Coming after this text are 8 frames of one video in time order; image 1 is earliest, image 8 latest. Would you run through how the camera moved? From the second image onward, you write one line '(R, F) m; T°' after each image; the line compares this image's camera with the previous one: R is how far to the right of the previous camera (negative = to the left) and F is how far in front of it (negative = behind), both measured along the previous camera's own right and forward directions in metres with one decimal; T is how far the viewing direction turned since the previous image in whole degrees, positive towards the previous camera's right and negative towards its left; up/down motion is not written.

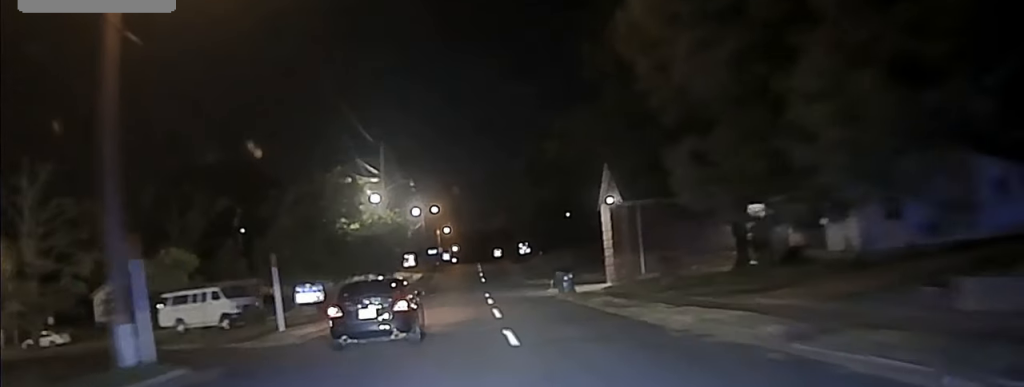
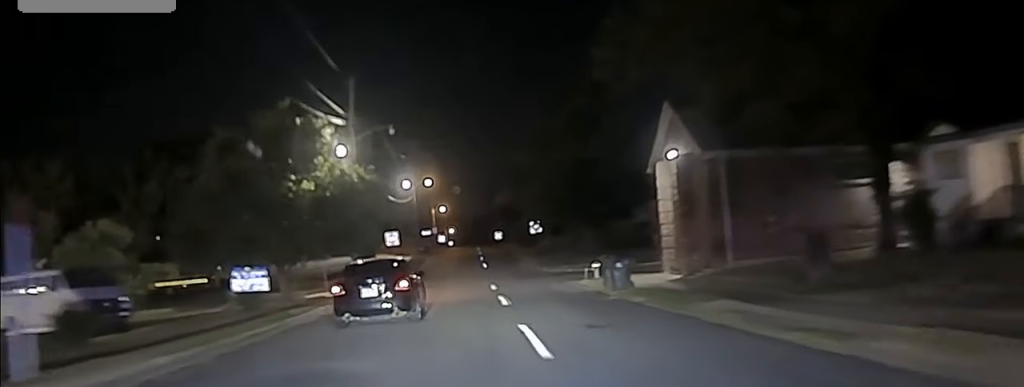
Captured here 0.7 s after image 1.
(0.0, +15.2) m; 0°
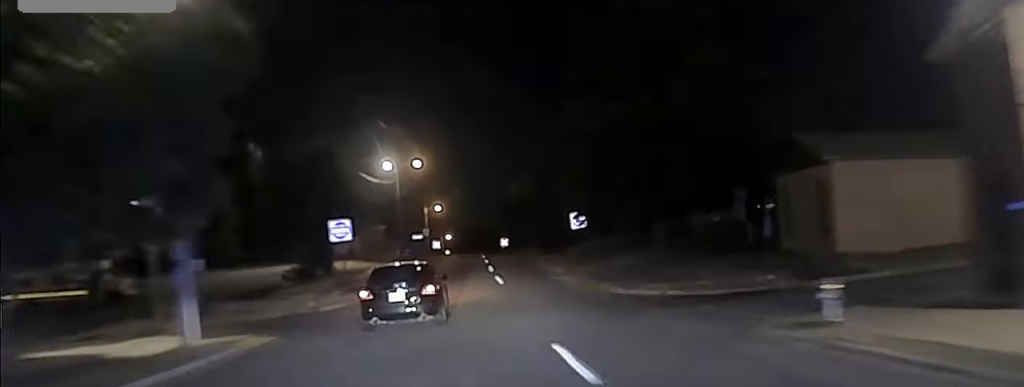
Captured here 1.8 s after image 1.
(+0.1, +26.4) m; +1°
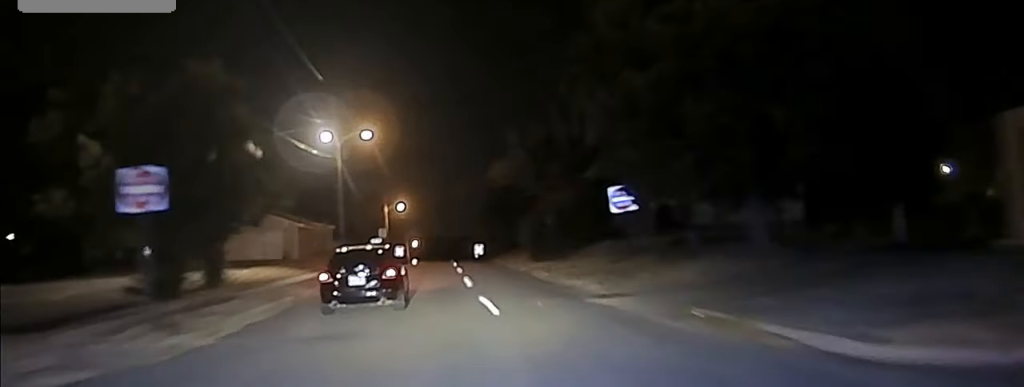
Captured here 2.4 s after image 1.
(+0.1, +17.3) m; +1°
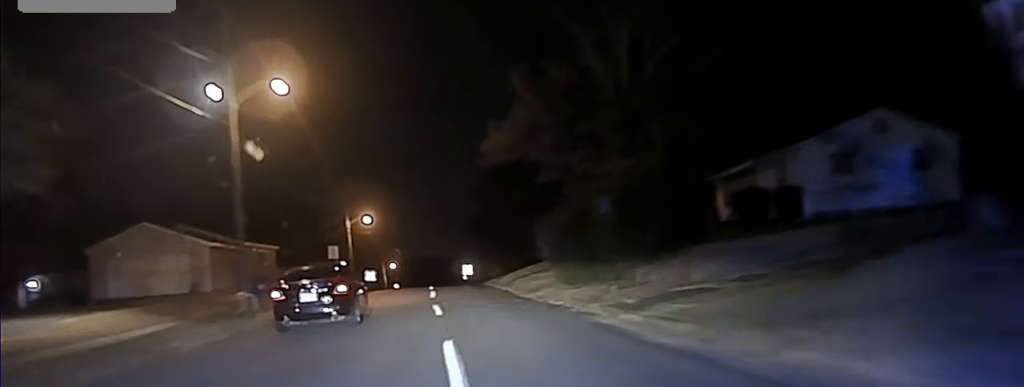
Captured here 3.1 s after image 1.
(+0.1, +18.5) m; 0°
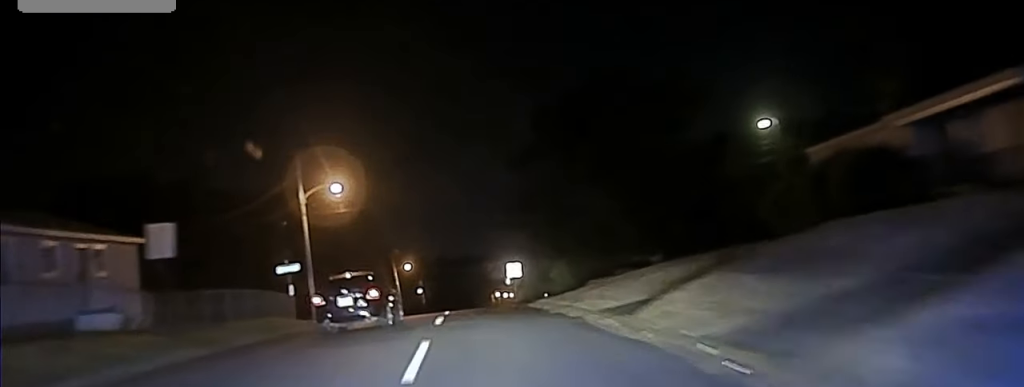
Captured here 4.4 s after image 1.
(+0.2, +38.5) m; -1°
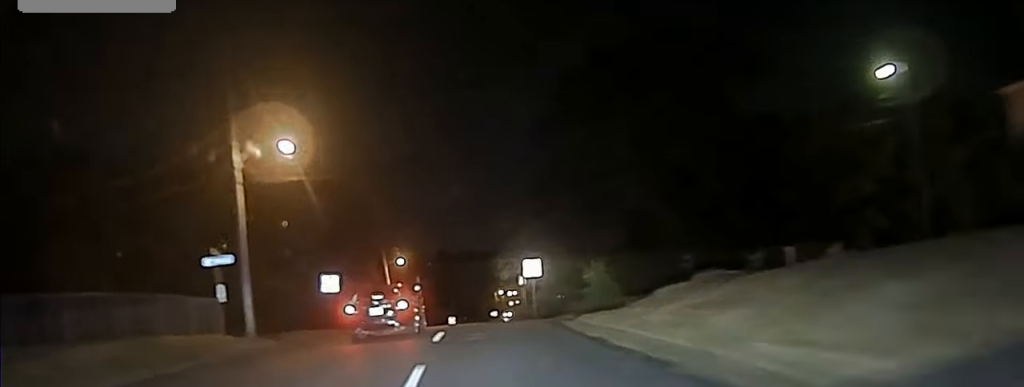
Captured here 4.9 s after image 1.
(-0.2, +15.5) m; 0°
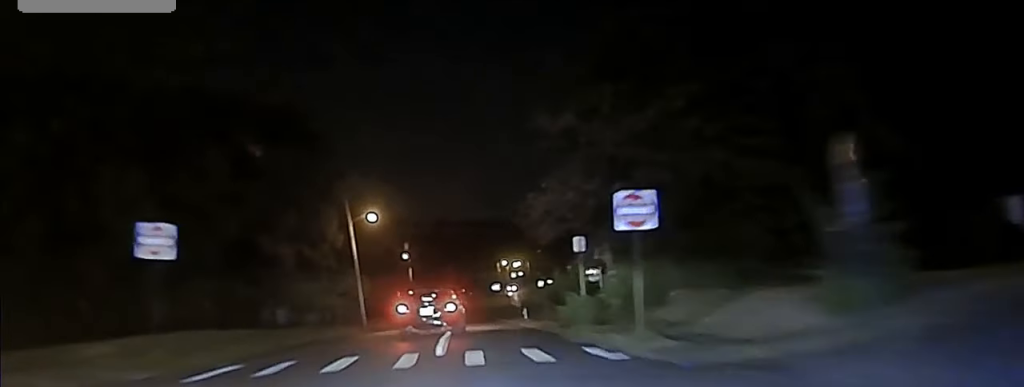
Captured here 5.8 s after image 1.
(-0.3, +28.4) m; 0°
